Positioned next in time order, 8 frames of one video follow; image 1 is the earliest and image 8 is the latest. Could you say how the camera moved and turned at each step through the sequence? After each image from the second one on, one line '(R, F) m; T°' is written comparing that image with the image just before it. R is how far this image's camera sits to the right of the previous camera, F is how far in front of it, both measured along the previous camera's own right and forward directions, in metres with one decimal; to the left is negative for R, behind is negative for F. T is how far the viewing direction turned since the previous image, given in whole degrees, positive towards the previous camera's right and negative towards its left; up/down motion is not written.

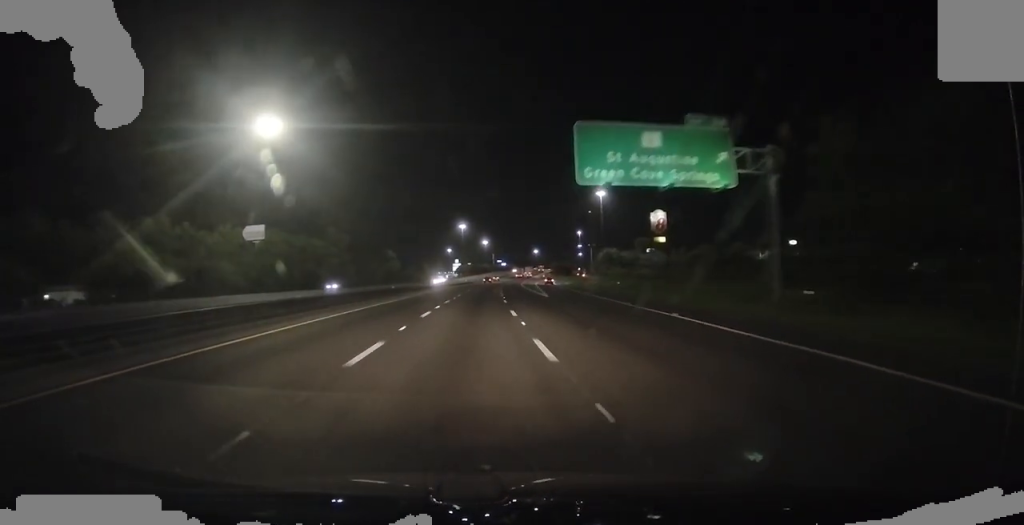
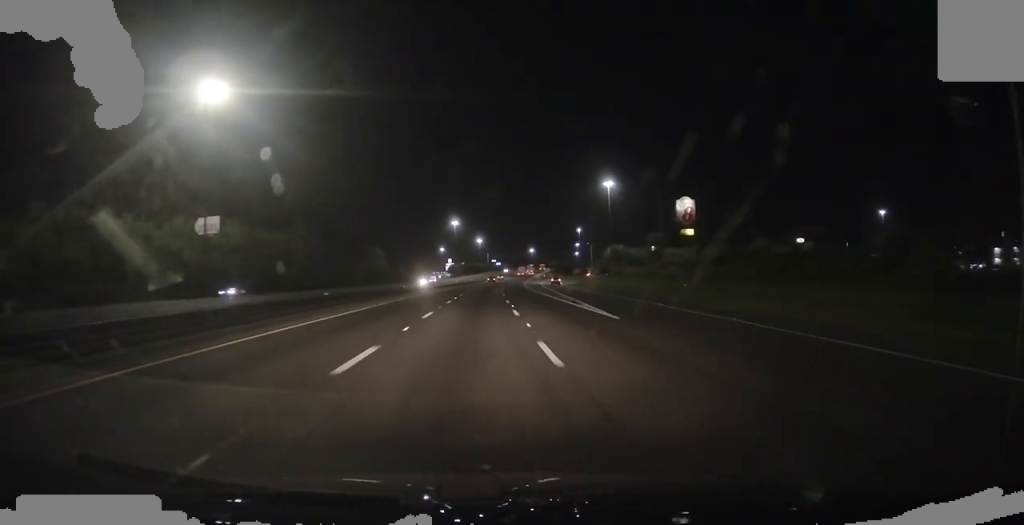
(+0.4, +25.0) m; +1°
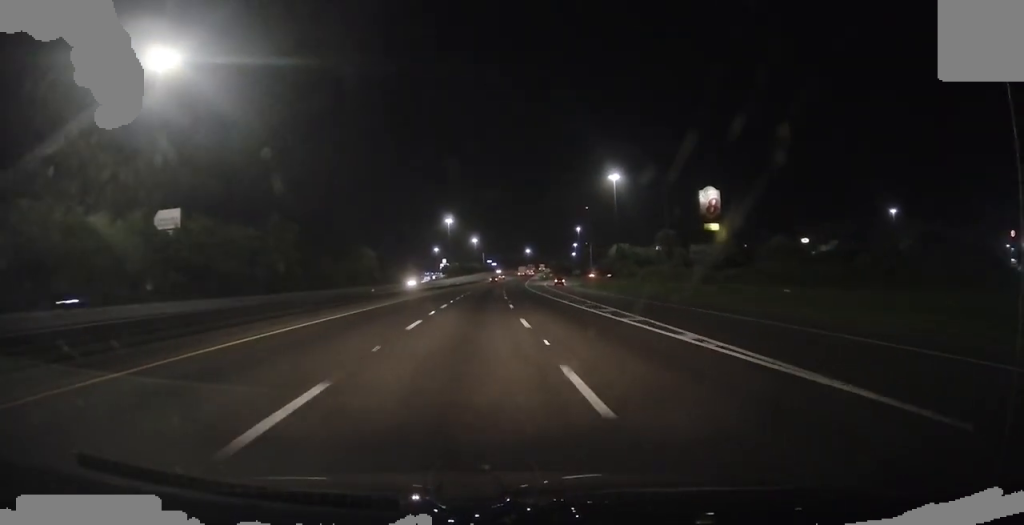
(0.0, +16.7) m; 0°
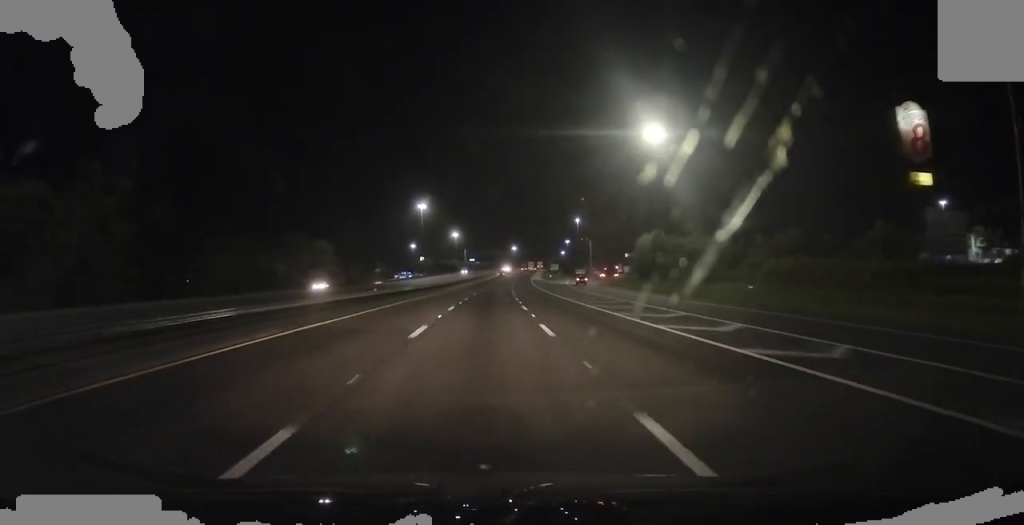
(0.0, +64.2) m; +1°
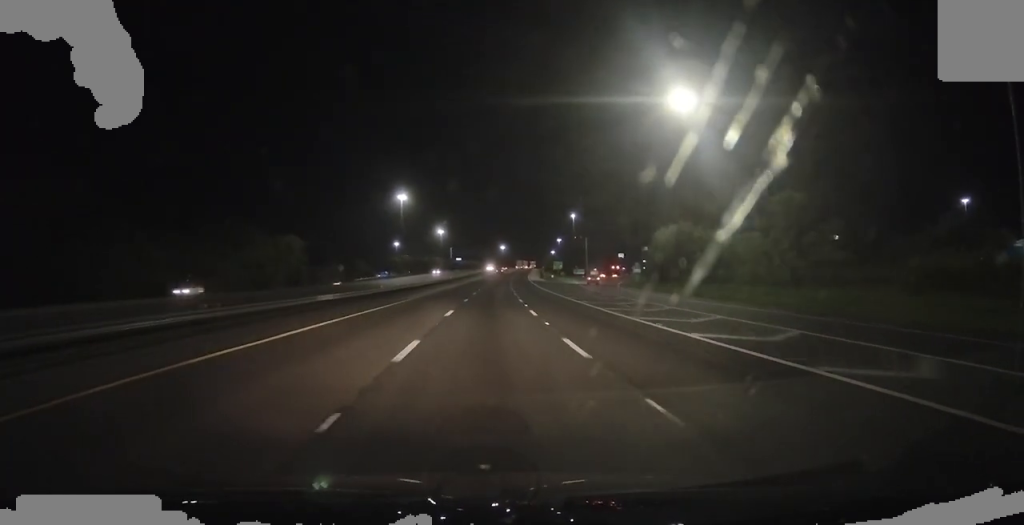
(+0.3, +28.6) m; +1°
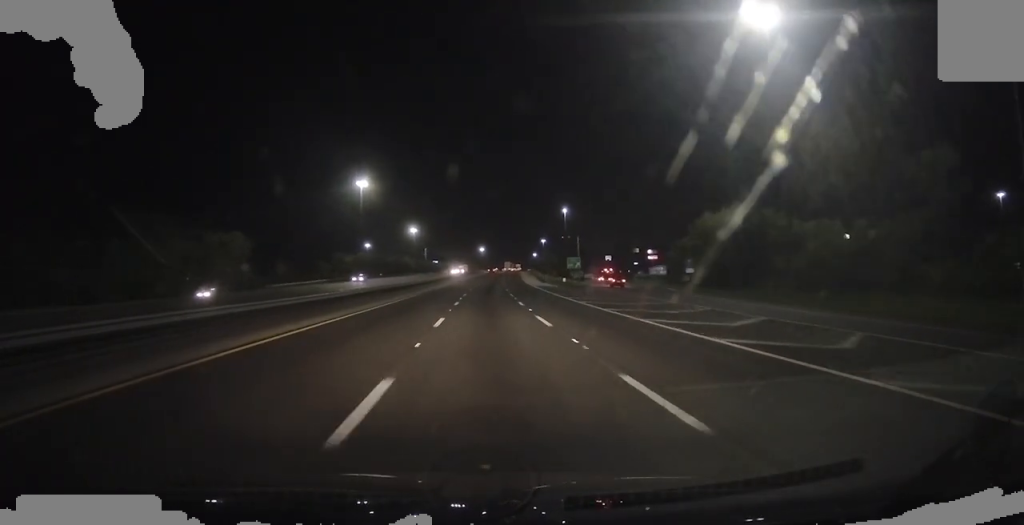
(+0.9, +42.5) m; +2°
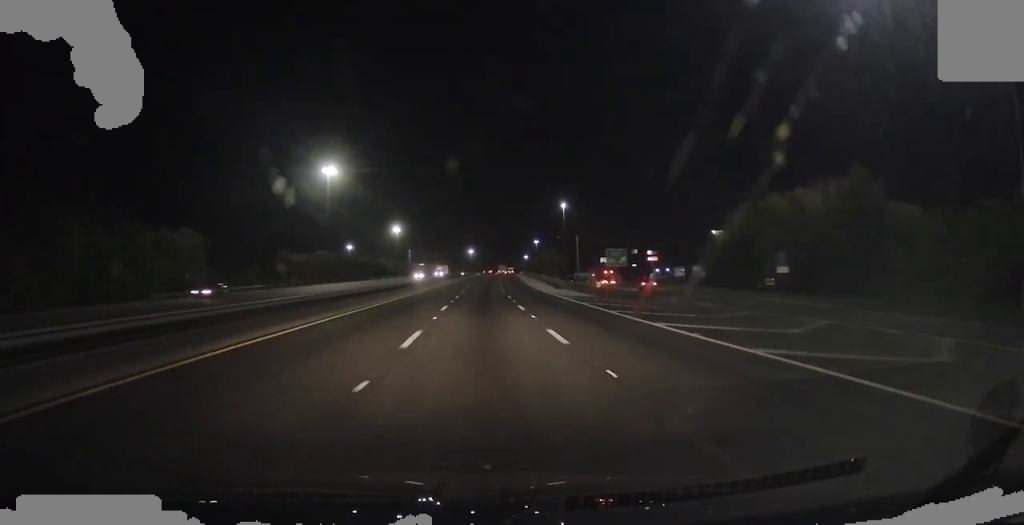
(+0.2, +29.9) m; +1°
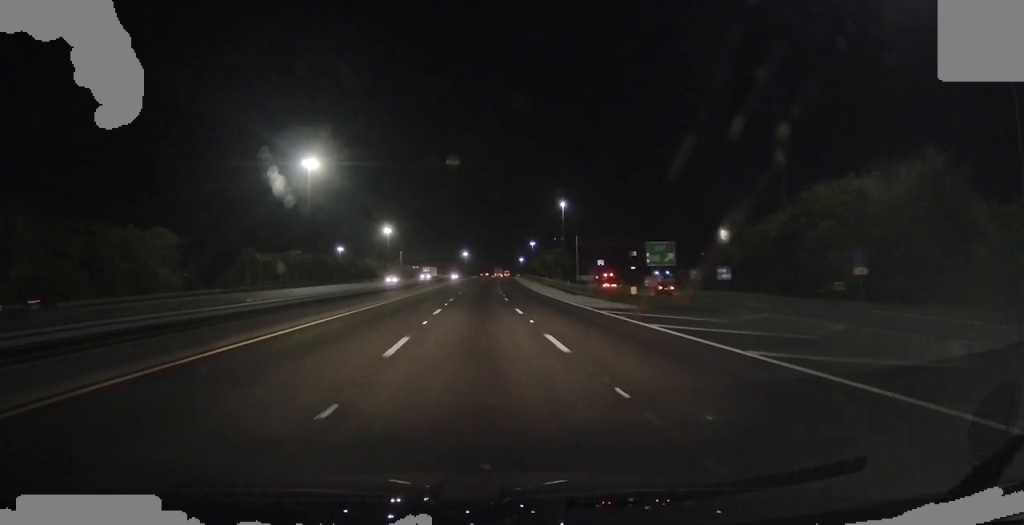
(0.0, +13.8) m; +1°
